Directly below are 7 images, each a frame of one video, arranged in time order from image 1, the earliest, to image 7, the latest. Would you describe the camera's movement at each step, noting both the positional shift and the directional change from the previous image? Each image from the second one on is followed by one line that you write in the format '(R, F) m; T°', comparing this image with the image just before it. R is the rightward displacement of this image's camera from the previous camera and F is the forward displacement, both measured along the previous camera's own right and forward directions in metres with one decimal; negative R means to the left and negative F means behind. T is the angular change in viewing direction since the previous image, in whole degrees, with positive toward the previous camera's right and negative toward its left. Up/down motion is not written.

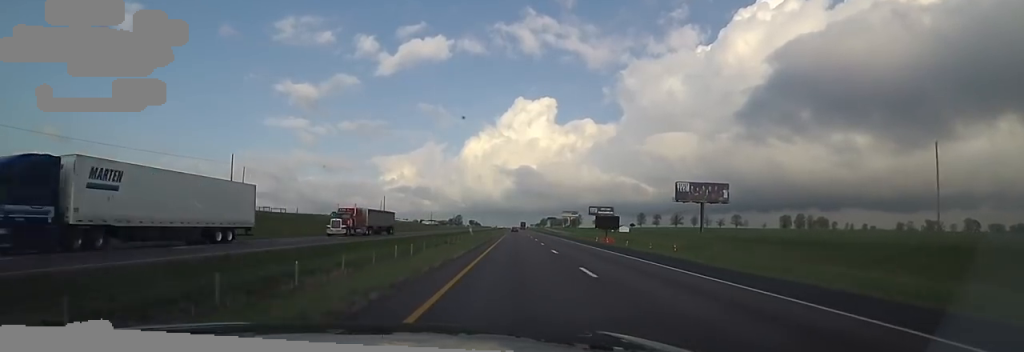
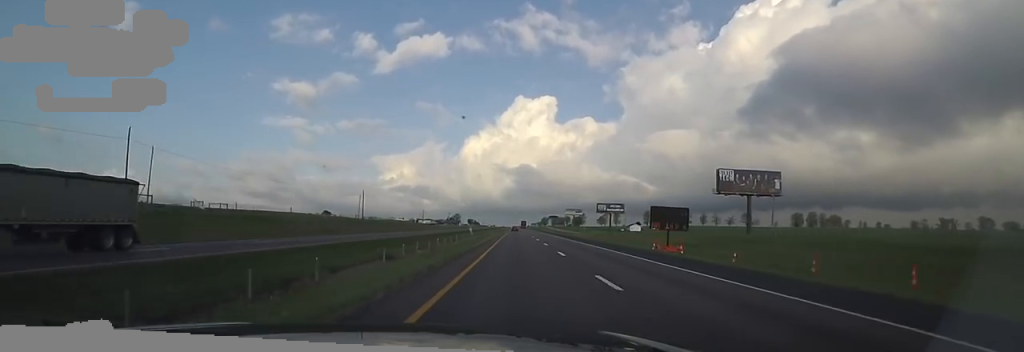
(0.0, +27.2) m; +1°
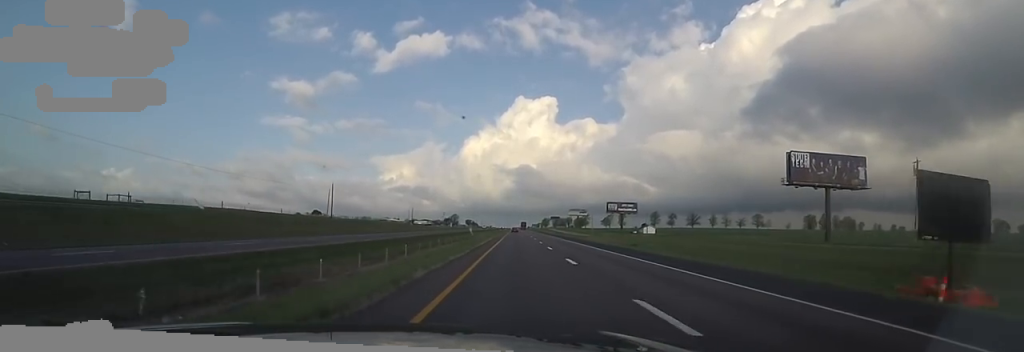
(+0.3, +28.5) m; +1°
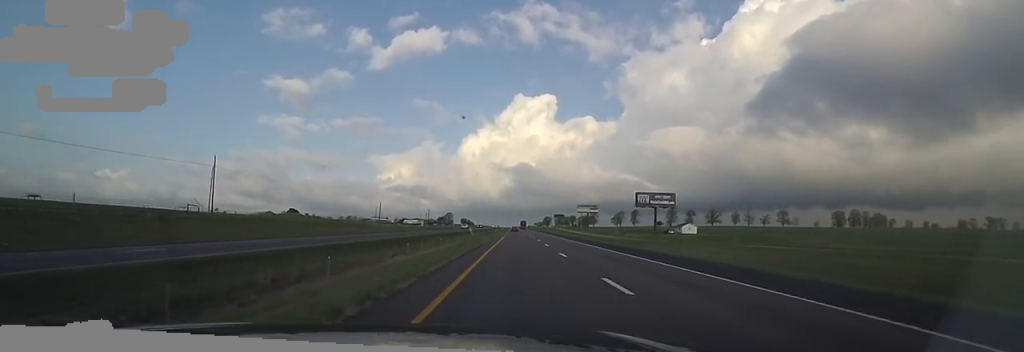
(-0.3, +56.9) m; -2°
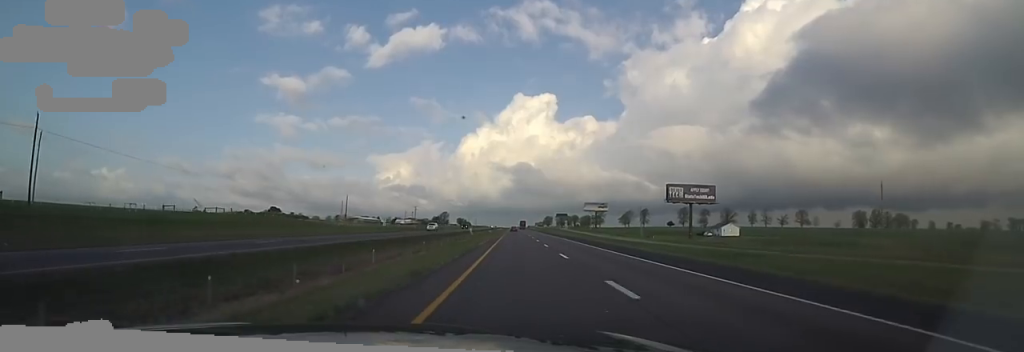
(-0.2, +37.8) m; 0°
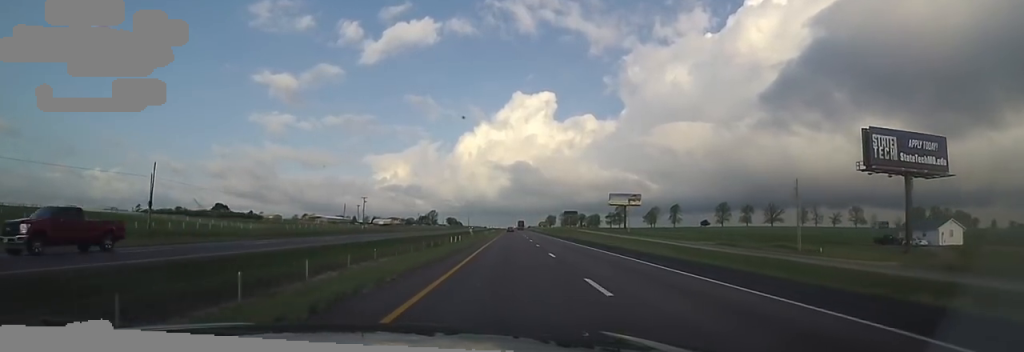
(+1.0, +84.8) m; +2°
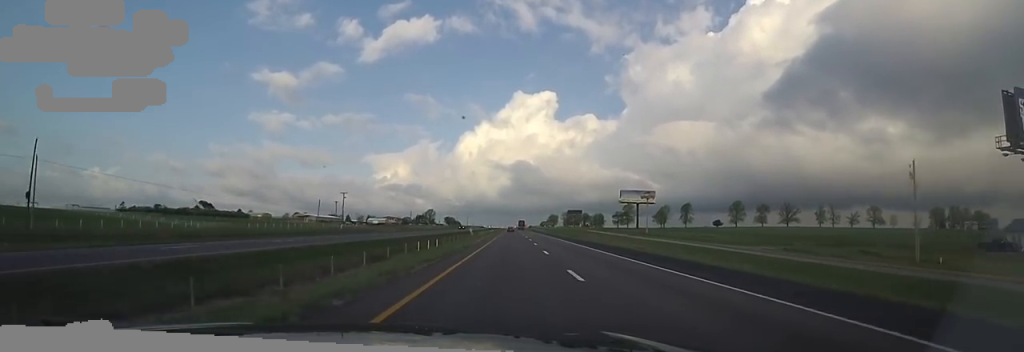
(+0.9, +21.6) m; 0°
